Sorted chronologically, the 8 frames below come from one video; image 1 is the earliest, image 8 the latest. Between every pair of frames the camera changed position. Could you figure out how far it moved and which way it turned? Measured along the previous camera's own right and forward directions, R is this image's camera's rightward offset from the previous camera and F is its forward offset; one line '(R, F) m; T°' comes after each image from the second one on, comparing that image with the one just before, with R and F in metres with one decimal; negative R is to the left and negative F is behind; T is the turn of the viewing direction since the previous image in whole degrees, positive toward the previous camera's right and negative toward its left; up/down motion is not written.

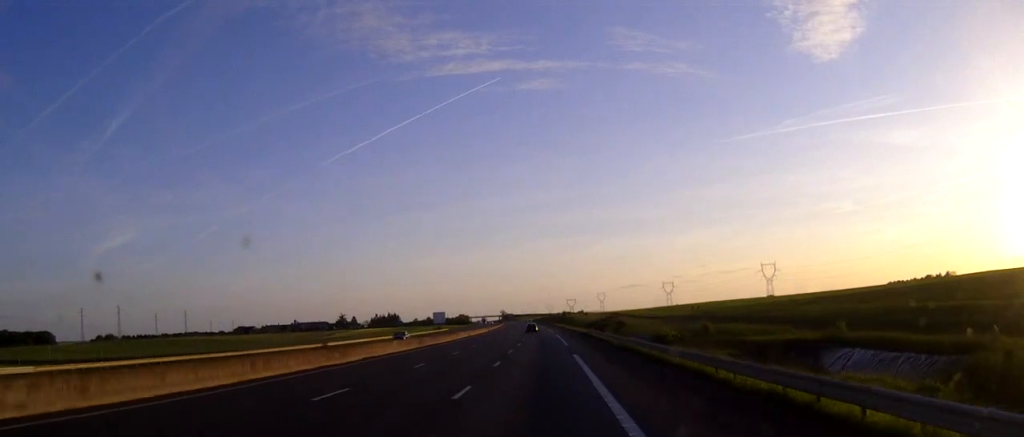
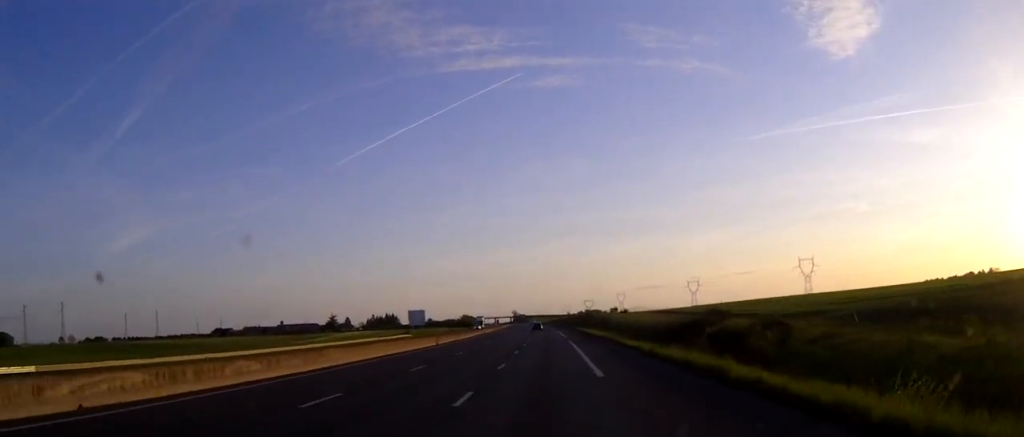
(-0.9, +80.7) m; -1°
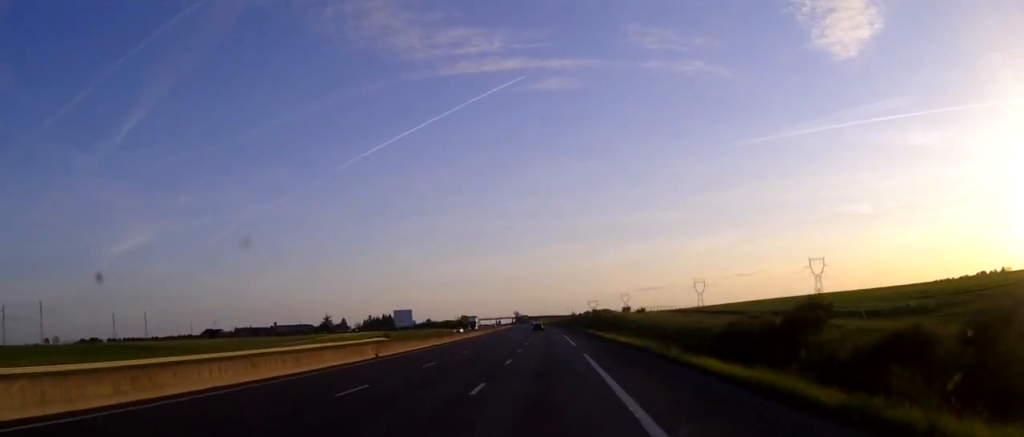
(0.0, +23.8) m; 0°
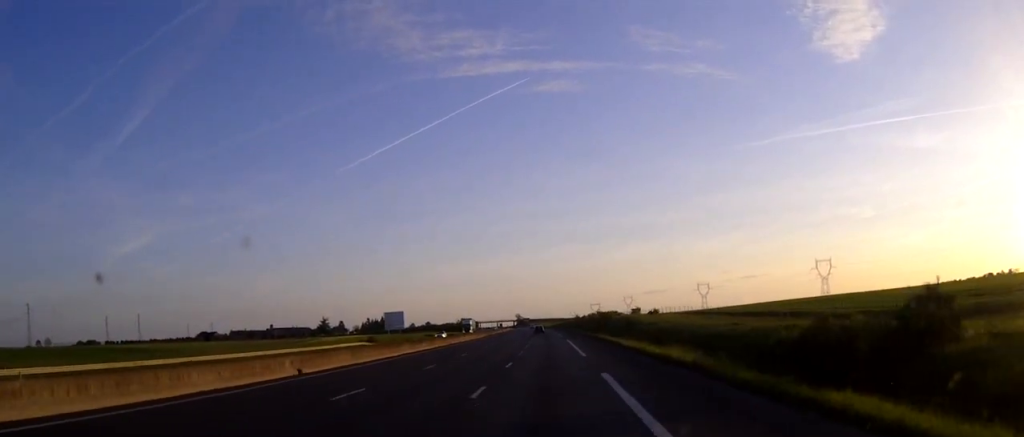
(0.0, +13.7) m; 0°
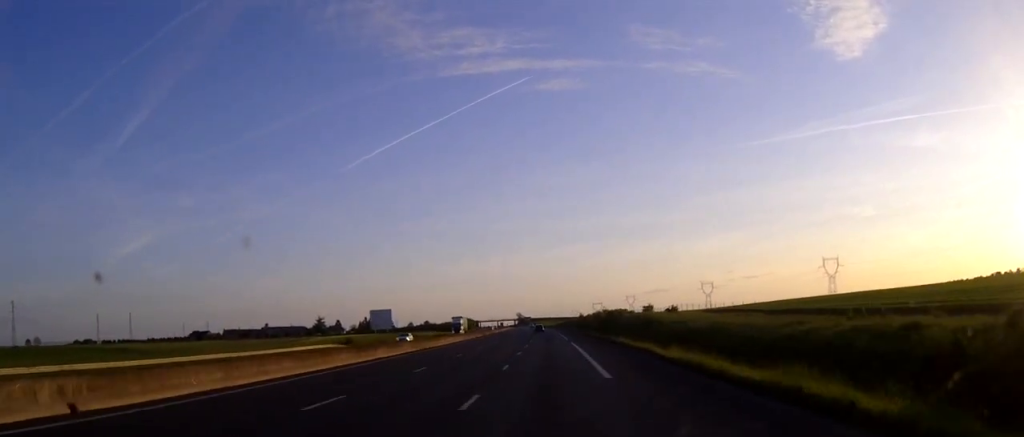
(0.0, +15.6) m; 0°
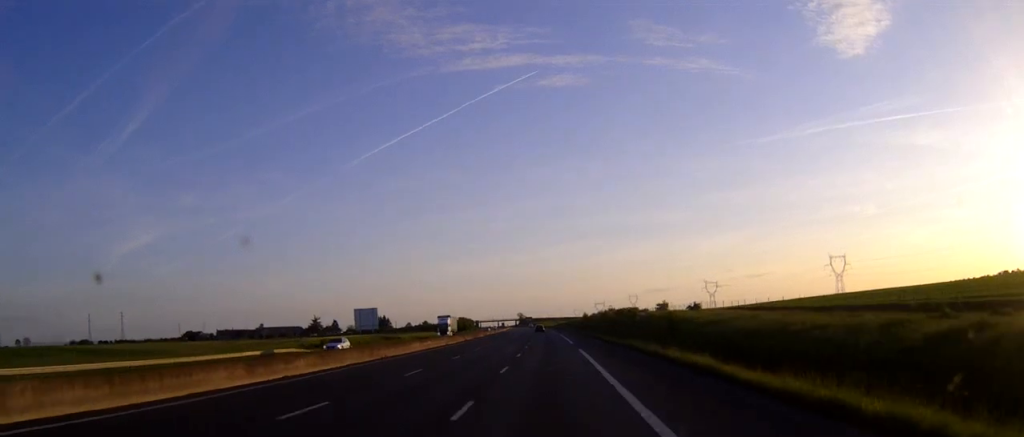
(0.0, +14.7) m; 0°
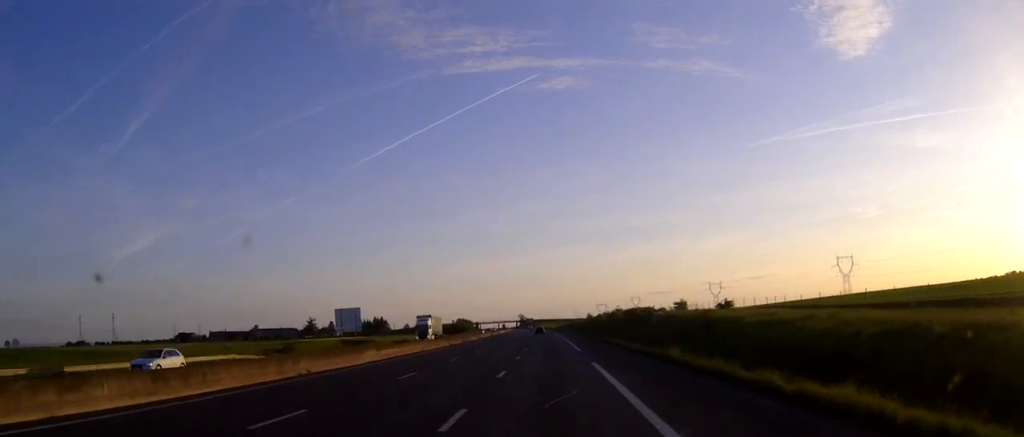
(0.0, +14.7) m; 0°
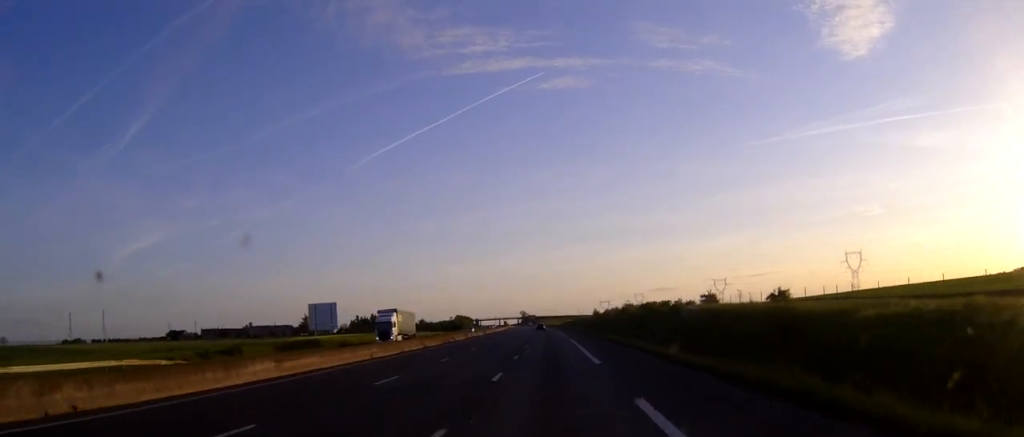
(0.0, +16.5) m; 0°
